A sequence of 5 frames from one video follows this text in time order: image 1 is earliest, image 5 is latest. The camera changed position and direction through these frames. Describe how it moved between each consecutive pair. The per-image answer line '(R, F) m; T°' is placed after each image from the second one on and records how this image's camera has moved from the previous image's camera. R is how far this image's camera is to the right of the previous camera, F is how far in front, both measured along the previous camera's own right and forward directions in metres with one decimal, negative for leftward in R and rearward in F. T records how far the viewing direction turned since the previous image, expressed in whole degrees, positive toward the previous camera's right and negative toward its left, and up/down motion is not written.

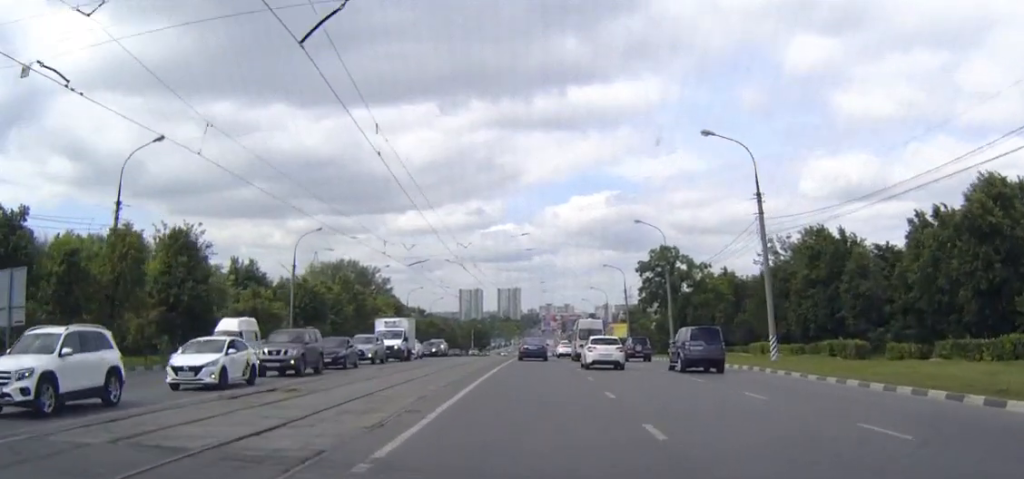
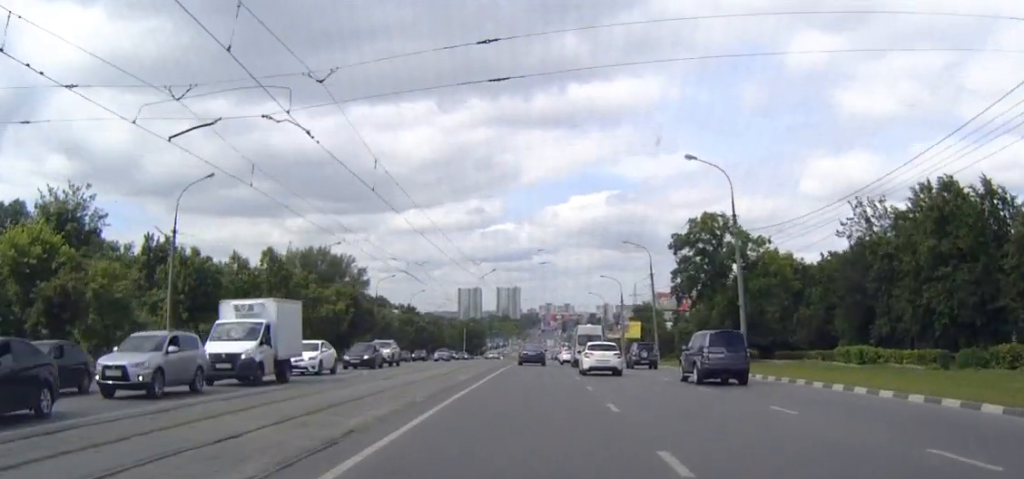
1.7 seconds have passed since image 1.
(0.0, +26.6) m; 0°
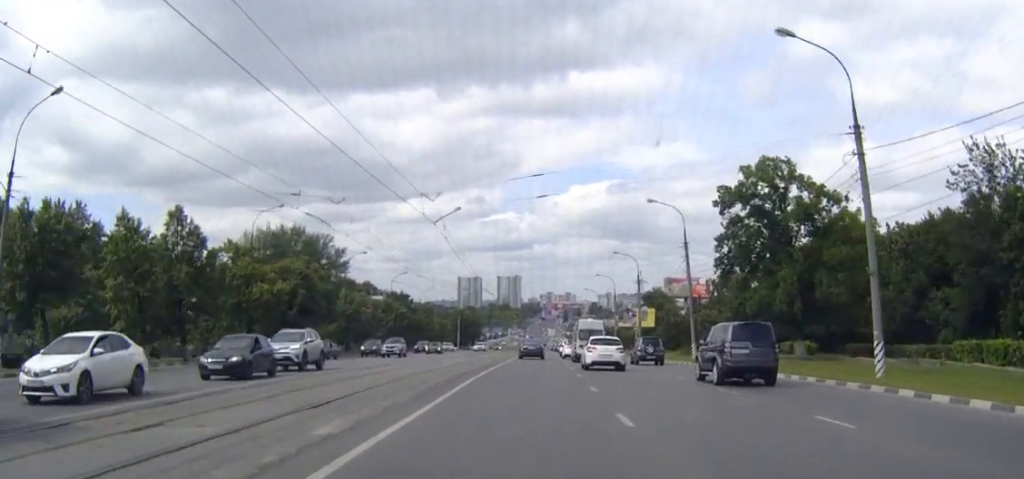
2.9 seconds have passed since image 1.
(-0.2, +19.7) m; 0°
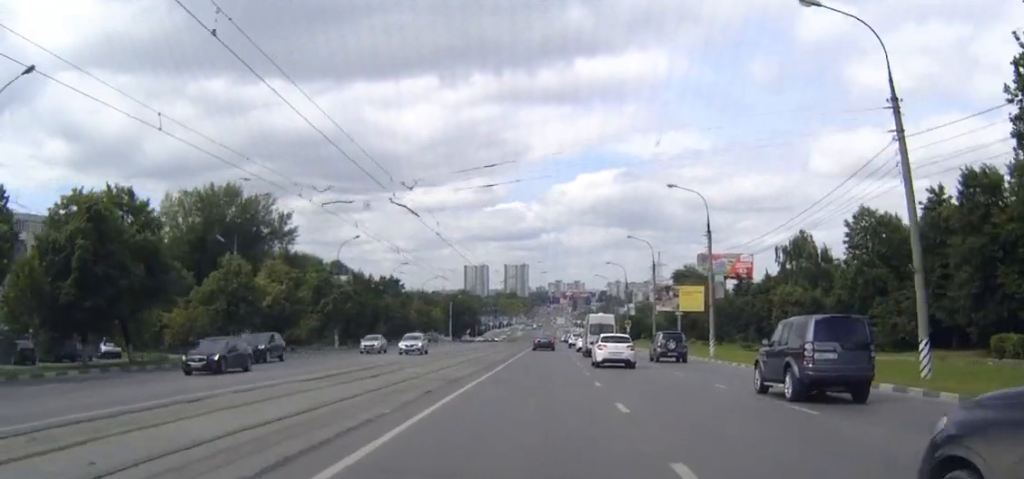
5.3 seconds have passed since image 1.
(+0.5, +38.5) m; +1°
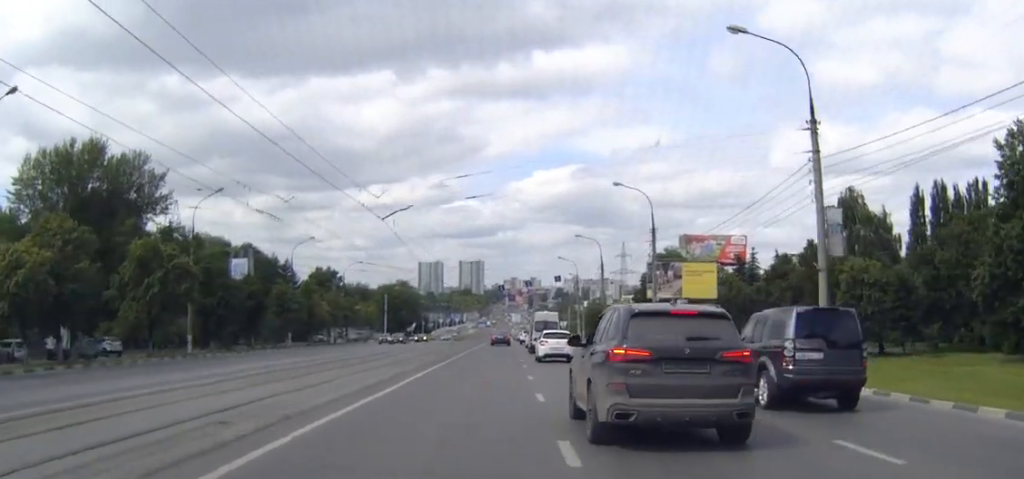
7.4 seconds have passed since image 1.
(+0.4, +31.4) m; +2°
